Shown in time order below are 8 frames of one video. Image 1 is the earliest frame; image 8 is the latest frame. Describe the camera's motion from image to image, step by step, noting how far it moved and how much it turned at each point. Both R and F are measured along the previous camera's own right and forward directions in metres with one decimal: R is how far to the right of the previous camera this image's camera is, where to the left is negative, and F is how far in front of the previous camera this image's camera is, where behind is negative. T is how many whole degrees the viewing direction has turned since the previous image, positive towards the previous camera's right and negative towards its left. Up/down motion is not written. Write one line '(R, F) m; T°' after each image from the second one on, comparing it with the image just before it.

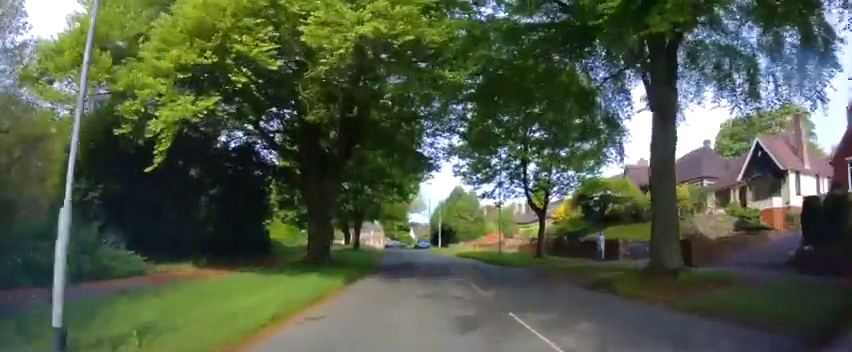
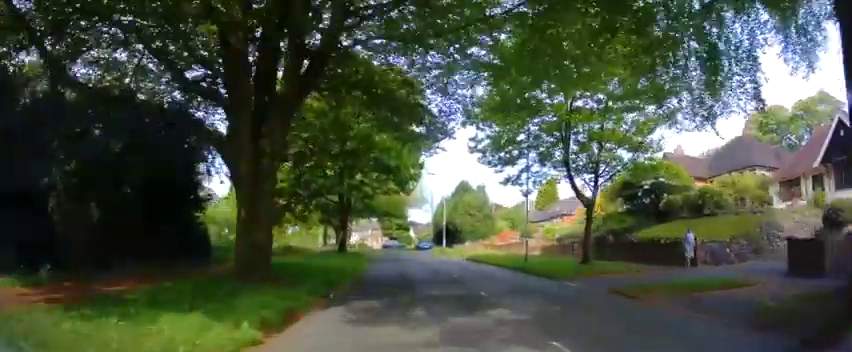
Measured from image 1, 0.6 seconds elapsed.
(+0.1, +8.2) m; -1°
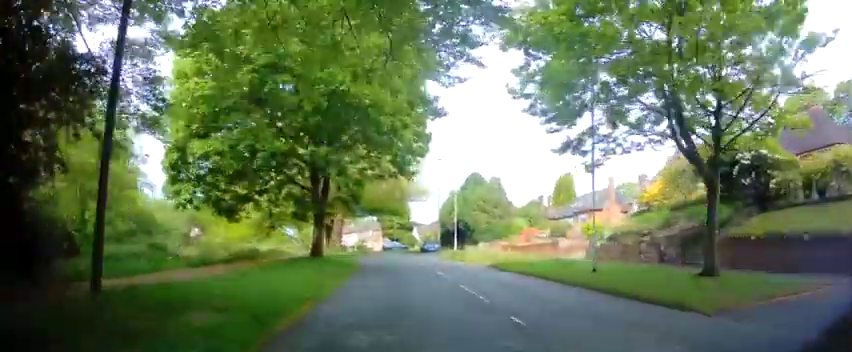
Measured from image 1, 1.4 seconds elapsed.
(-0.3, +9.0) m; -2°
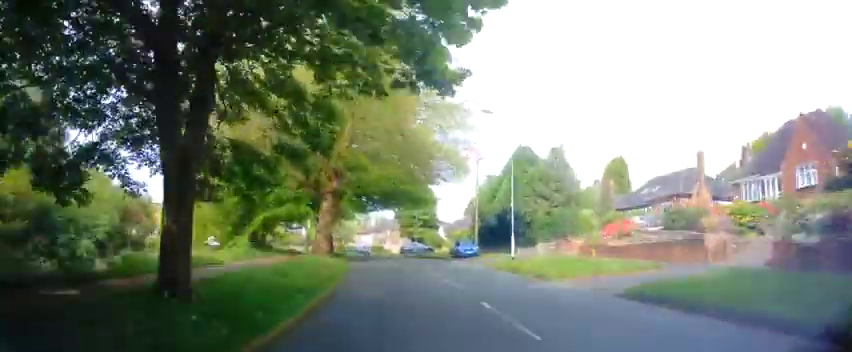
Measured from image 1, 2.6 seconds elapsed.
(0.0, +14.8) m; 0°
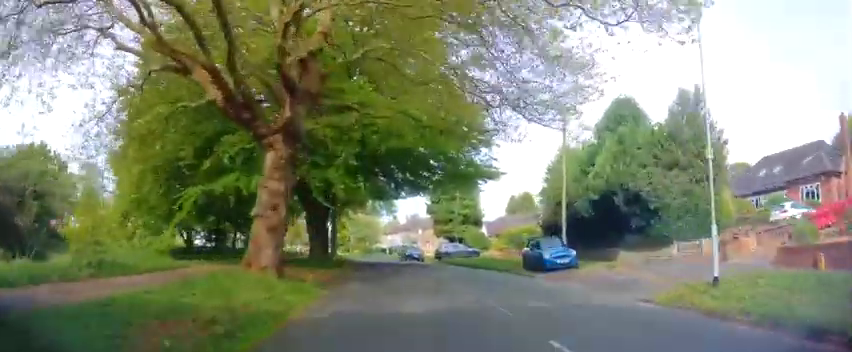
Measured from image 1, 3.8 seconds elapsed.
(-0.2, +15.3) m; -3°
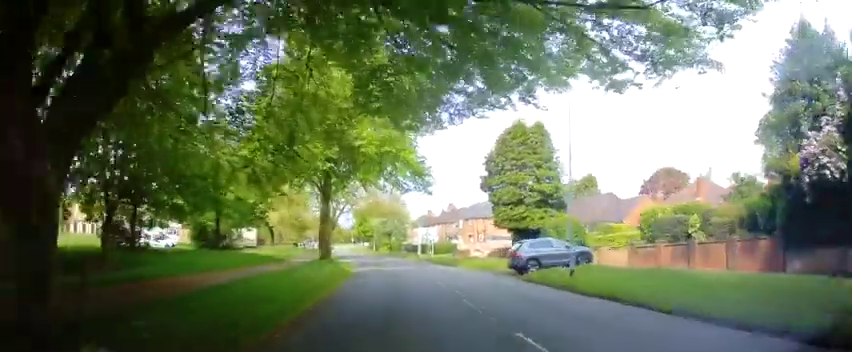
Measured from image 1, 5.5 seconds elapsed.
(-0.7, +21.9) m; -2°
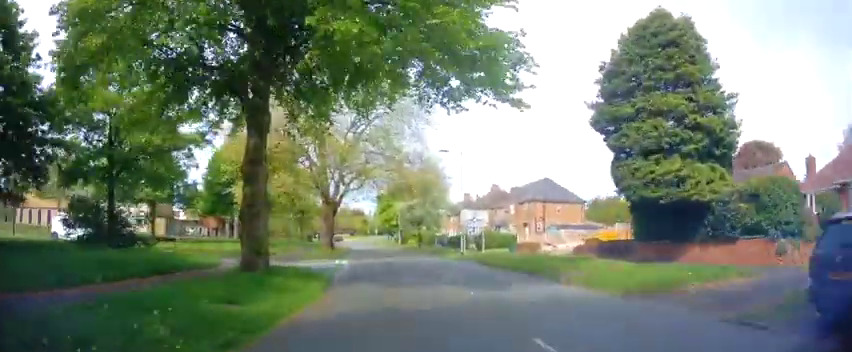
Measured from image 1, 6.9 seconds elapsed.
(-0.5, +18.2) m; -5°
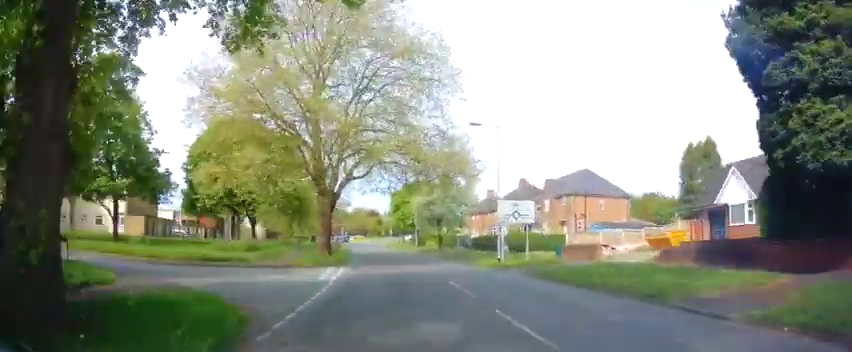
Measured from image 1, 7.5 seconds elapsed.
(-0.2, +8.5) m; -3°
